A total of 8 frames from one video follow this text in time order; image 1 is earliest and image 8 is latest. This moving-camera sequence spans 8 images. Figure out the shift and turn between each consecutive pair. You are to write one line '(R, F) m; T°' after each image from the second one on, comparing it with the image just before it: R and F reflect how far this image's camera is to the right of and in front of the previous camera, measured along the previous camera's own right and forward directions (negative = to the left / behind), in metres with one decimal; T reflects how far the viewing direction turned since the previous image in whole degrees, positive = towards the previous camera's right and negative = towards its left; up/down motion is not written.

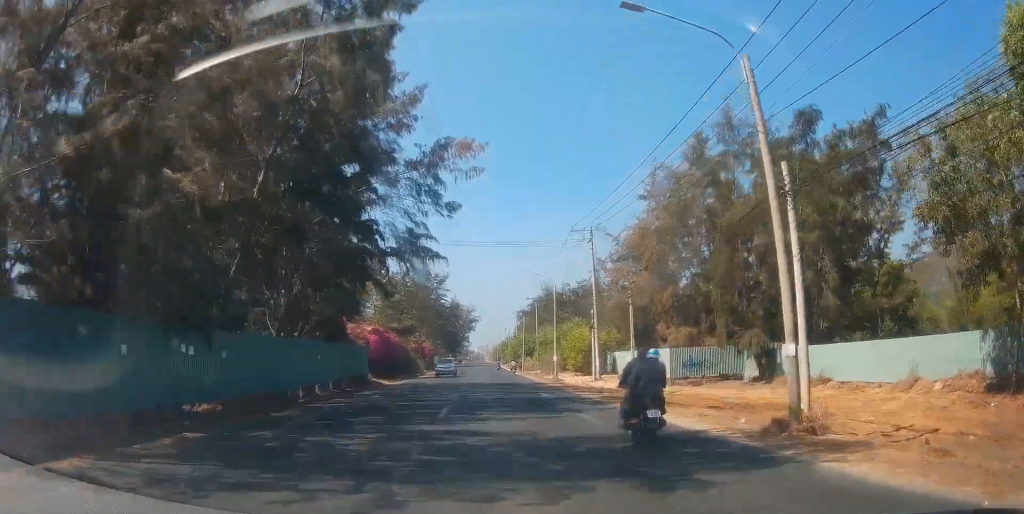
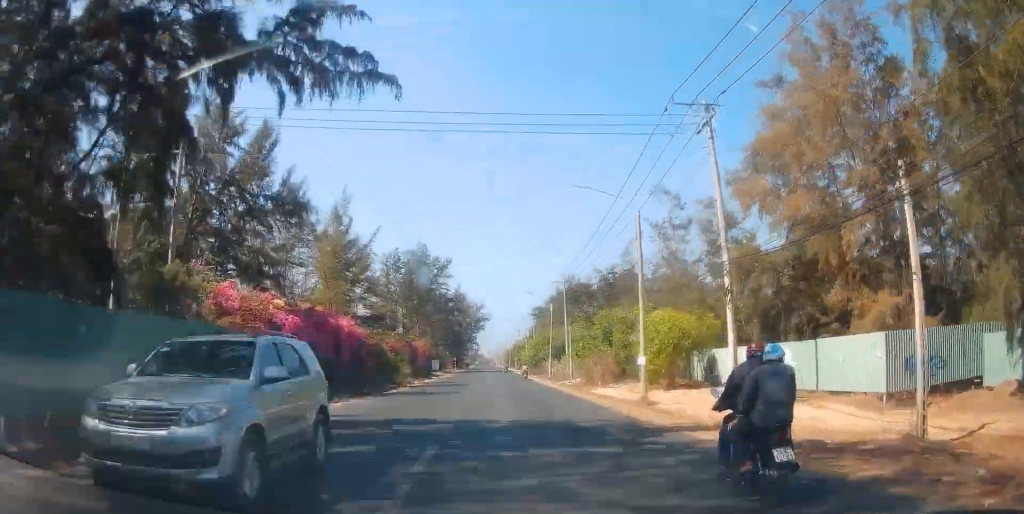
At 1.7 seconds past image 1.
(-0.1, +25.9) m; +3°
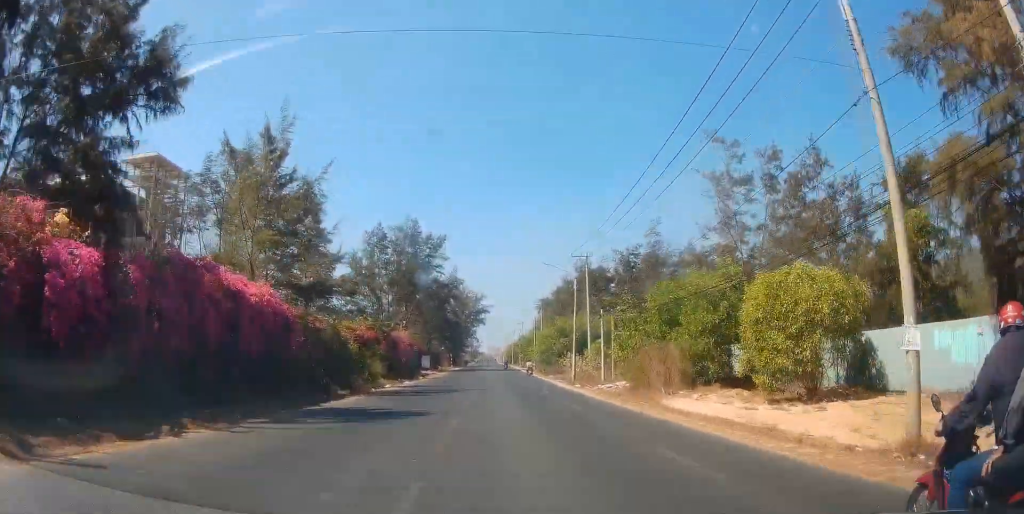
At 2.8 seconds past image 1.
(+0.5, +16.7) m; 0°
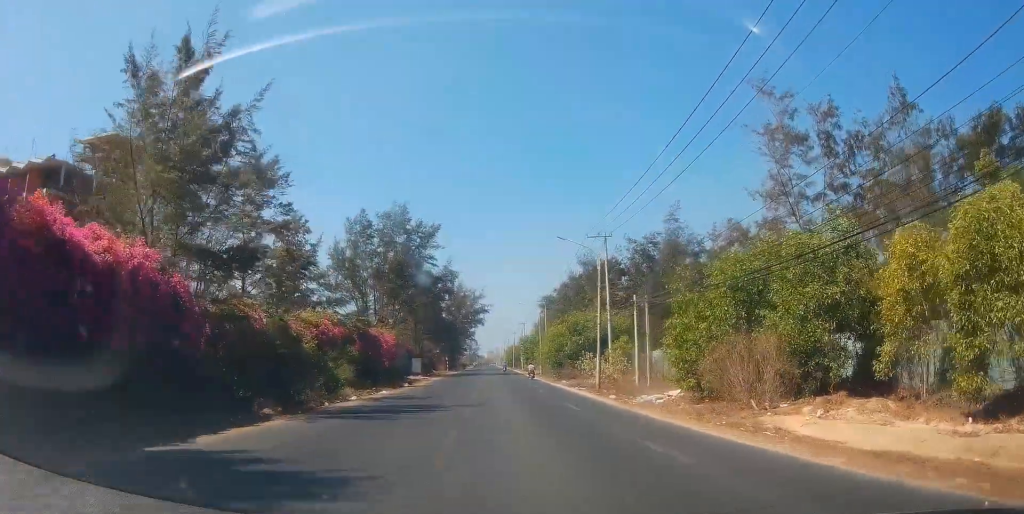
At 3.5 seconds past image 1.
(-0.4, +10.5) m; -2°
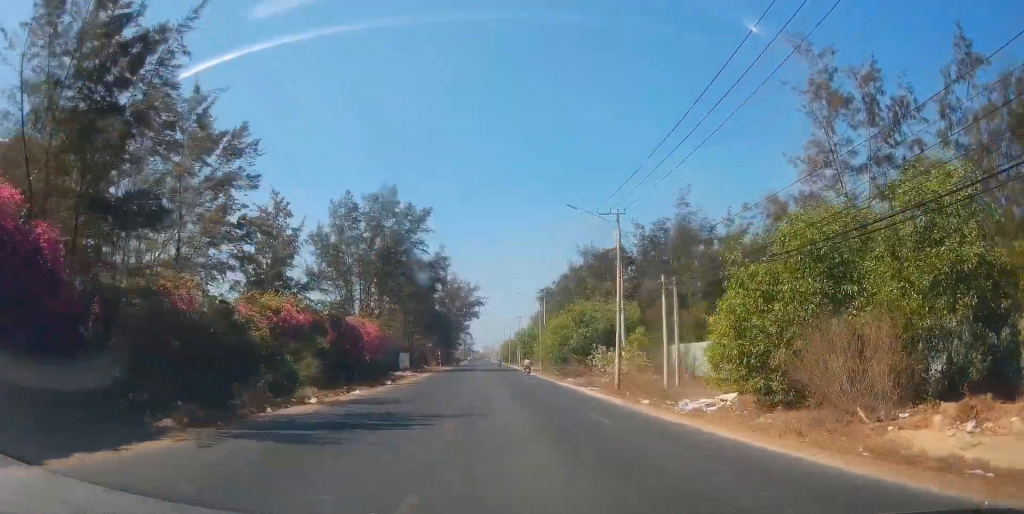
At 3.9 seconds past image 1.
(+0.1, +6.4) m; 0°
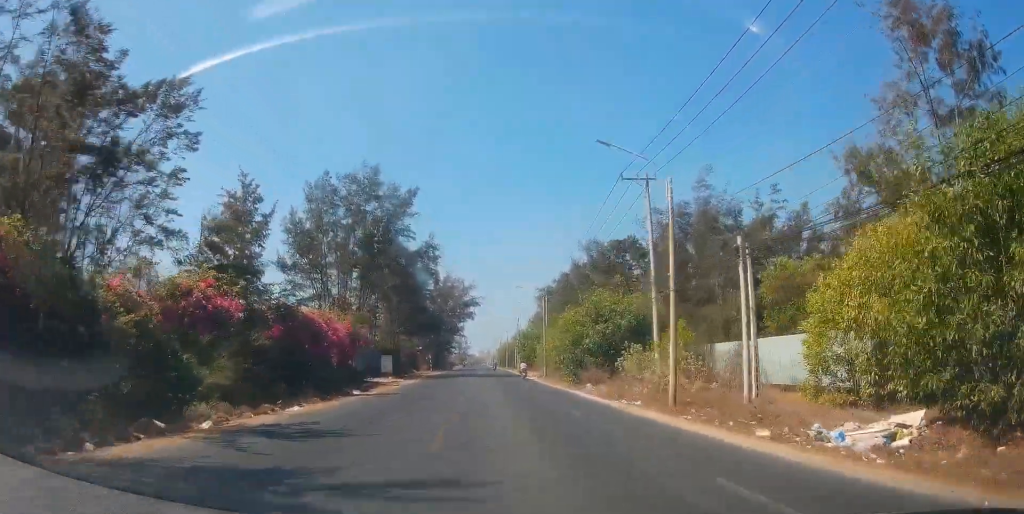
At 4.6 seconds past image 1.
(+0.1, +9.3) m; 0°
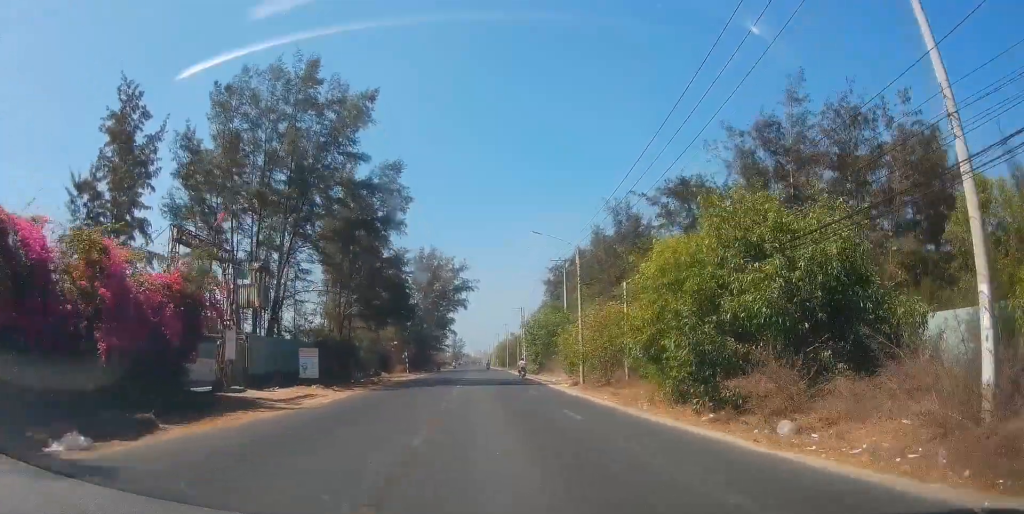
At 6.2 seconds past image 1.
(-0.4, +24.3) m; -1°
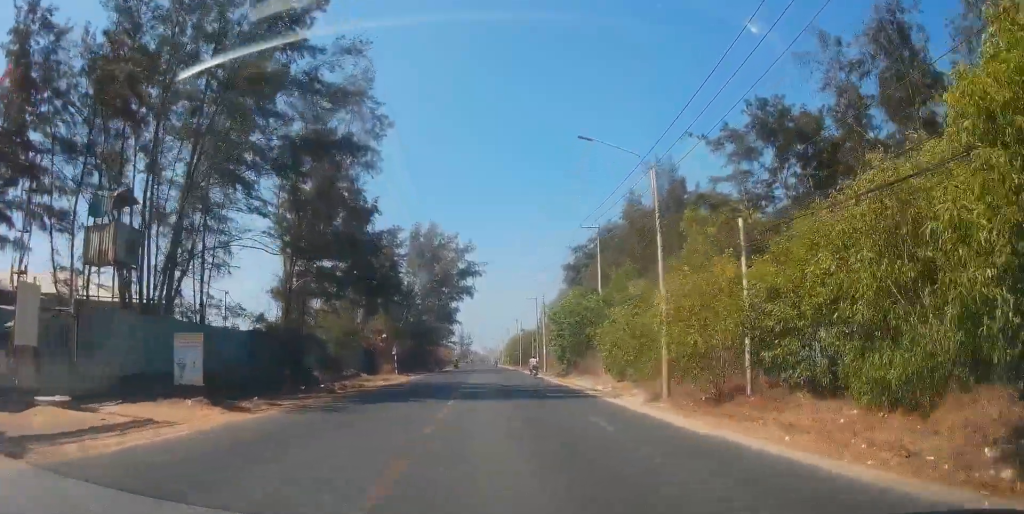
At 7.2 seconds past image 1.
(+0.2, +14.7) m; 0°
